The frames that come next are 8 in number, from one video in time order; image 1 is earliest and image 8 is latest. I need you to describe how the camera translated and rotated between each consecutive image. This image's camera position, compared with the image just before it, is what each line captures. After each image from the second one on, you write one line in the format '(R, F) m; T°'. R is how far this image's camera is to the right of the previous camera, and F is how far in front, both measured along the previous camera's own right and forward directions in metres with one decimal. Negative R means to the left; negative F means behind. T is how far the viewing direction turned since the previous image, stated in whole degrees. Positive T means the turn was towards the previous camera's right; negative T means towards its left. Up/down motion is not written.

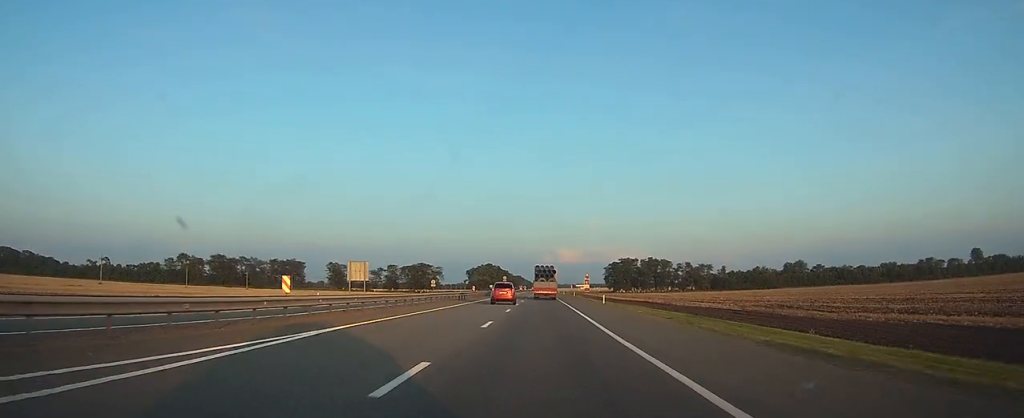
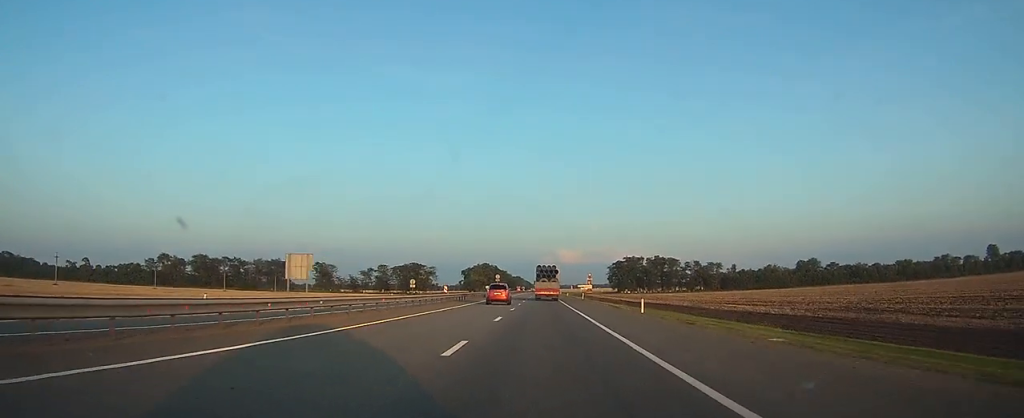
(0.0, +19.5) m; 0°
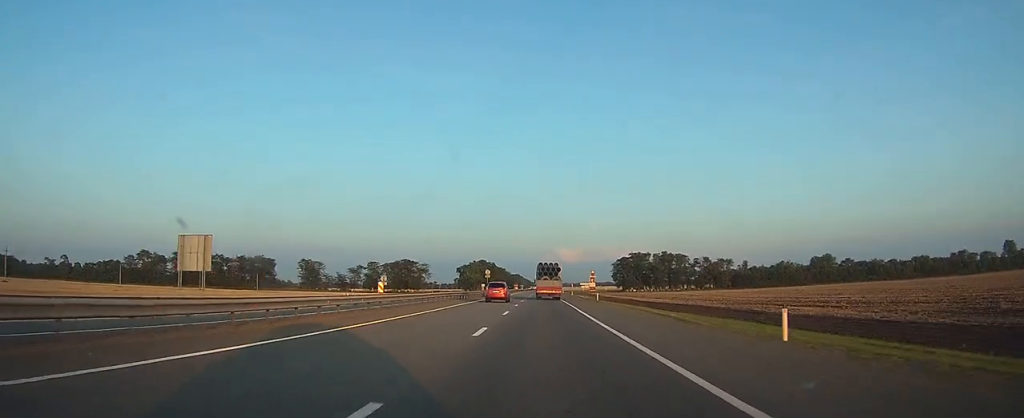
(0.0, +19.0) m; 0°
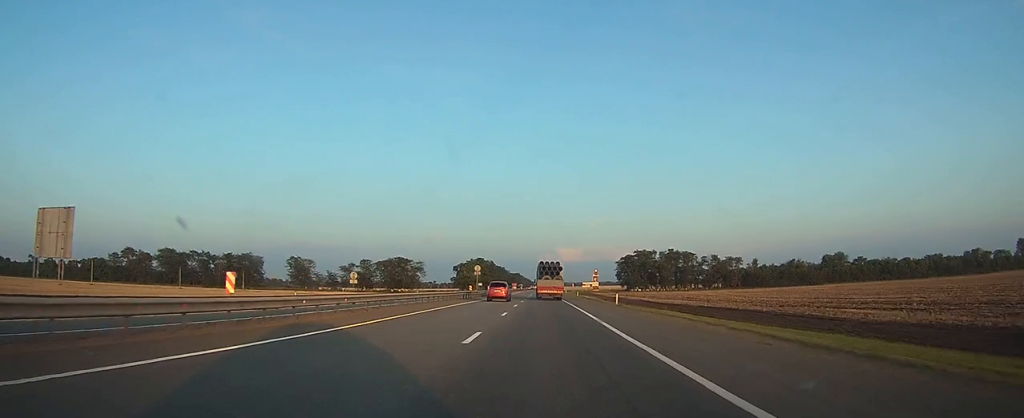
(0.0, +13.9) m; 0°
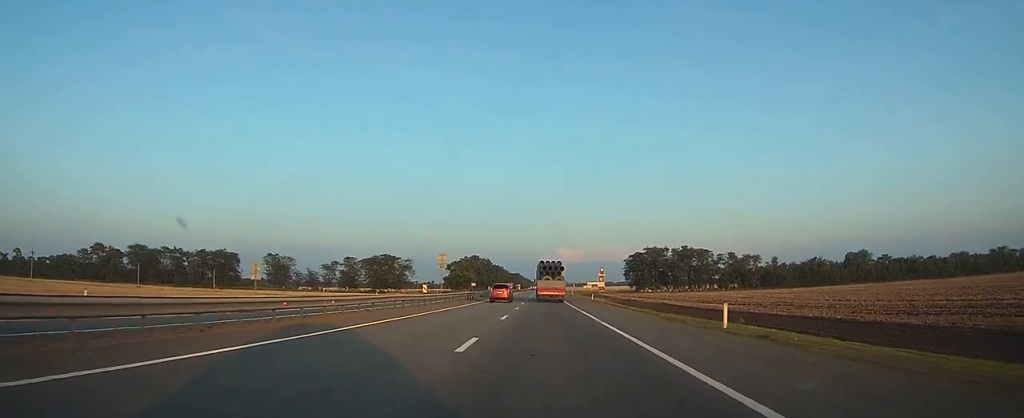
(-0.1, +24.9) m; 0°
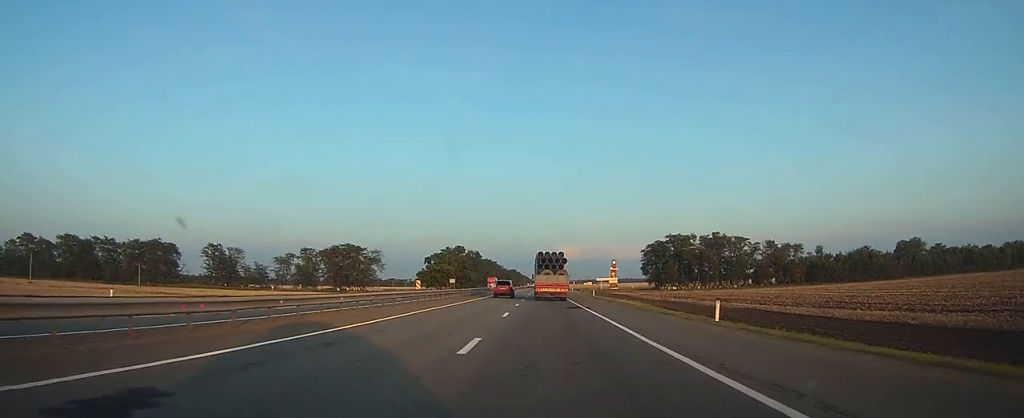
(+0.1, +47.6) m; 0°
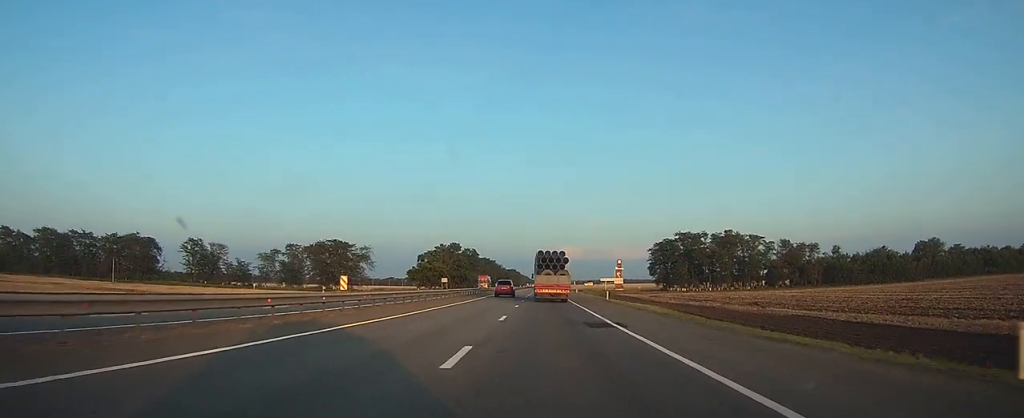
(0.0, +13.6) m; 0°
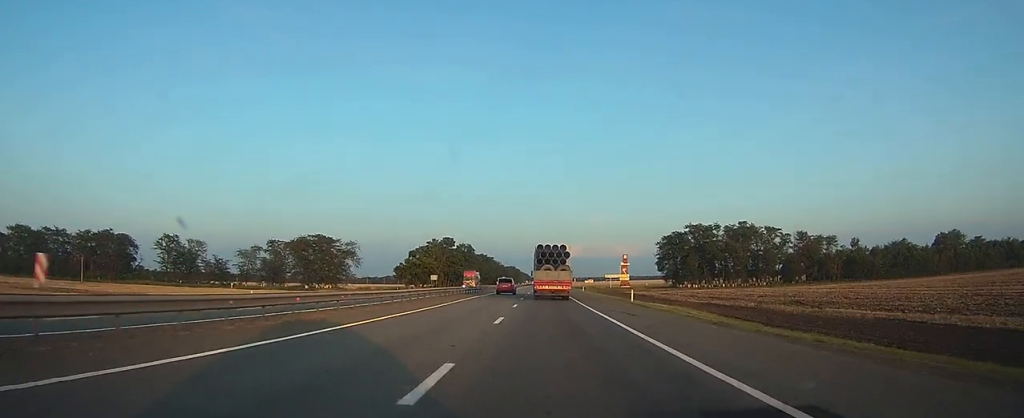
(+0.1, +14.5) m; 0°
